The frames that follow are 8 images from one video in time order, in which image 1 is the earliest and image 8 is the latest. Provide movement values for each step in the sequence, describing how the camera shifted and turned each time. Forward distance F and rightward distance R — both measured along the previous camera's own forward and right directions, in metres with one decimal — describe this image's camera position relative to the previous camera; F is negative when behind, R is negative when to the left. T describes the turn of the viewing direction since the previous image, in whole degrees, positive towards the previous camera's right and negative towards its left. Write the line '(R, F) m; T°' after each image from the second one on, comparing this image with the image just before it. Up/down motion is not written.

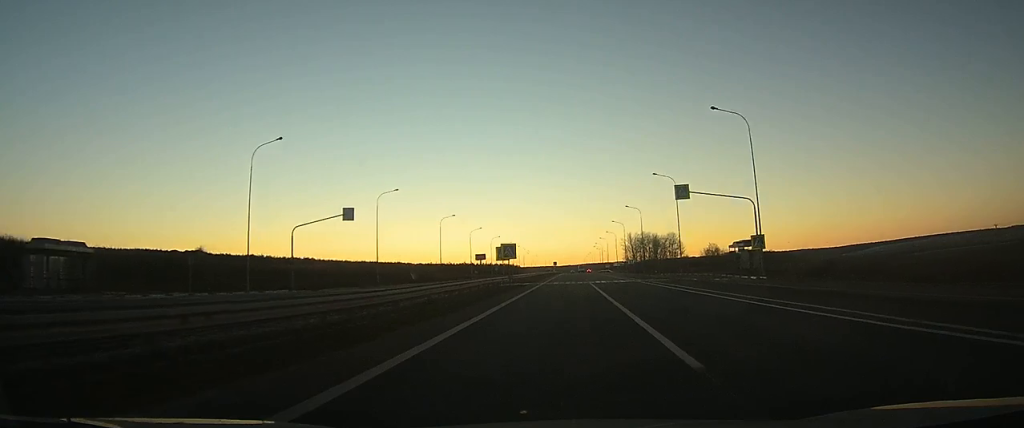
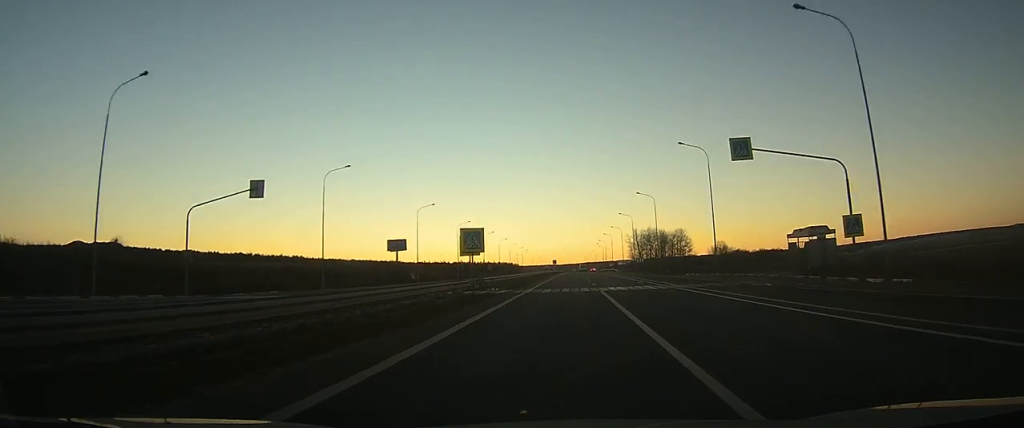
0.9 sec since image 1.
(0.0, +17.8) m; 0°
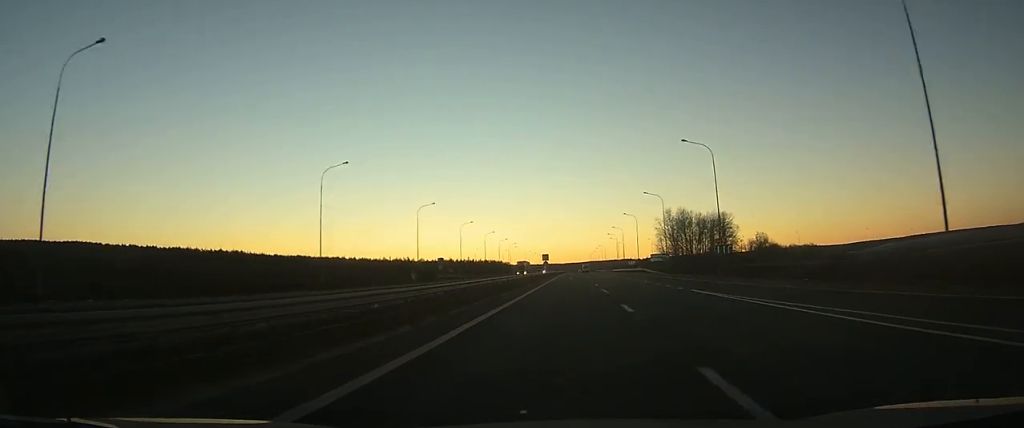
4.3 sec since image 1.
(0.0, +73.0) m; 0°
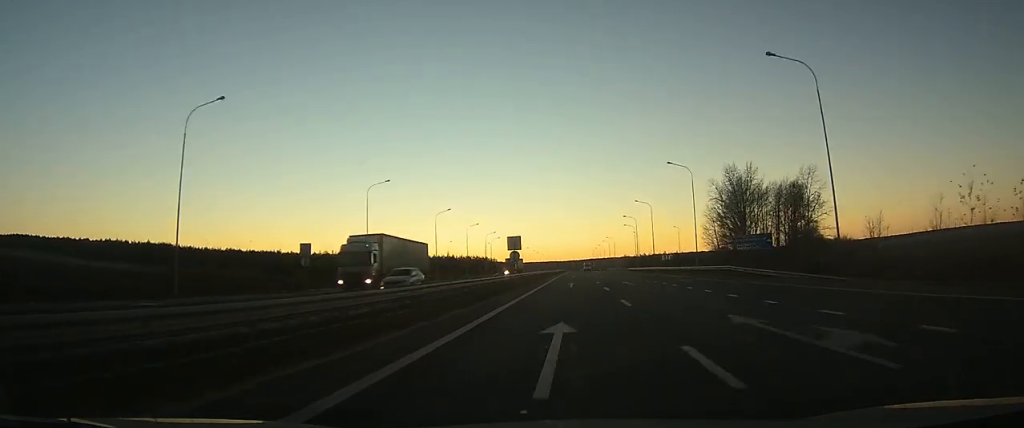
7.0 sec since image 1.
(0.0, +57.5) m; 0°
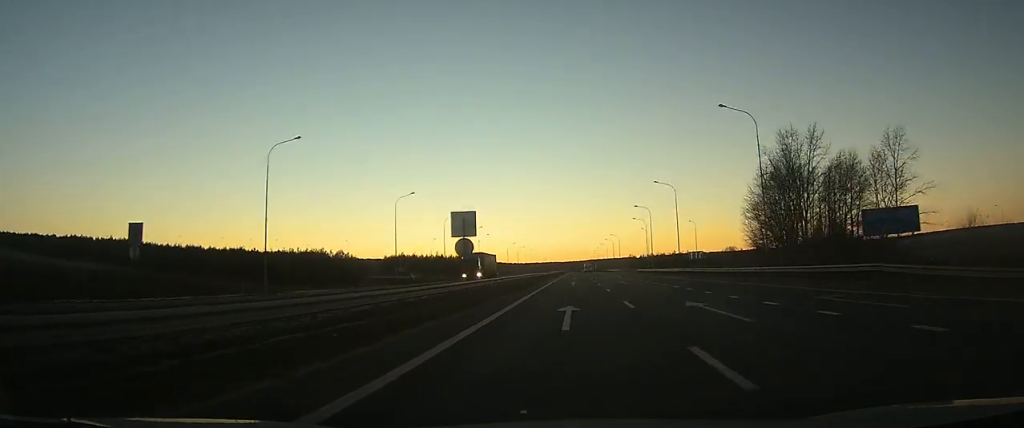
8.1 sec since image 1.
(0.0, +23.3) m; 0°
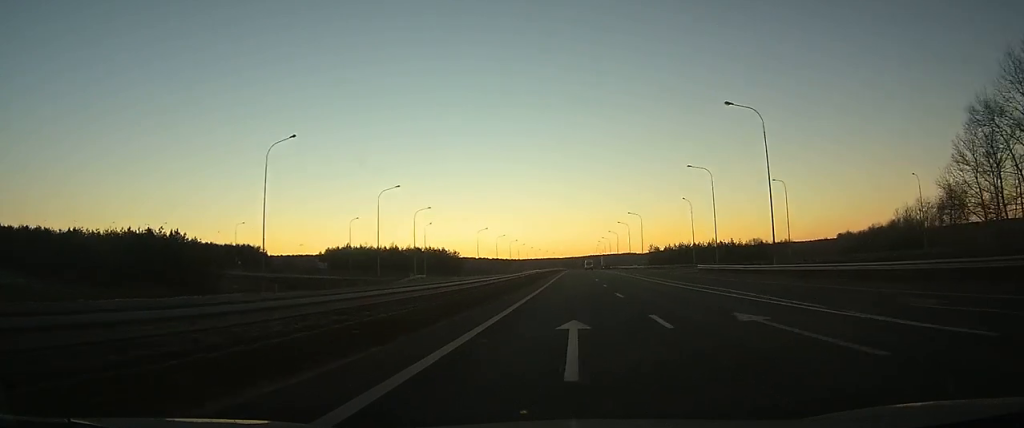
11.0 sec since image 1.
(+0.1, +65.1) m; 0°
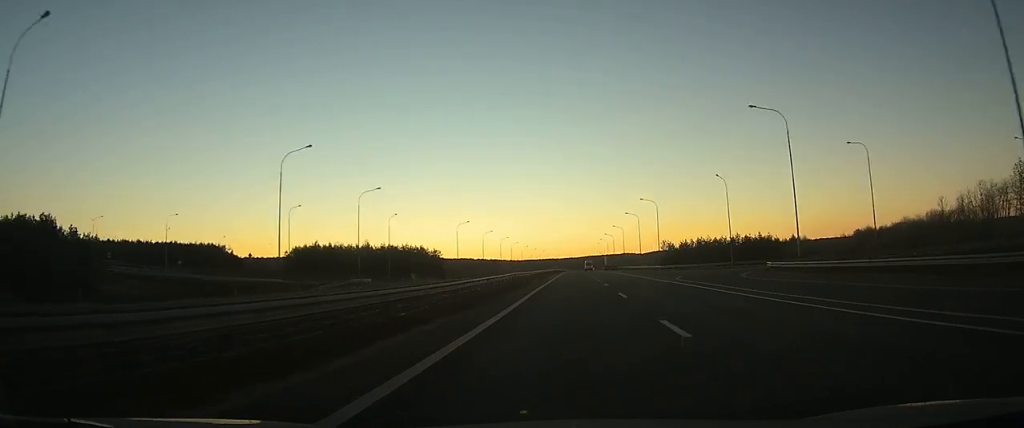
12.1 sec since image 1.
(+0.1, +25.6) m; 0°
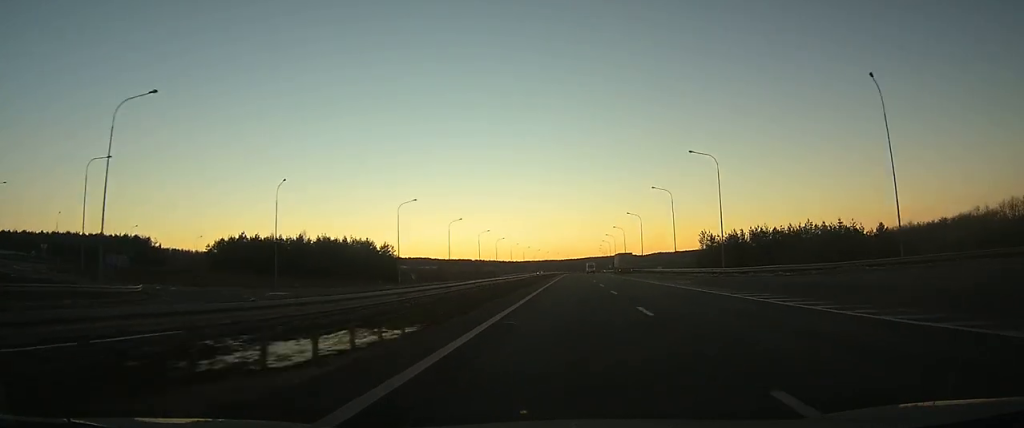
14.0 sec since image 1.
(+0.1, +42.9) m; 0°
